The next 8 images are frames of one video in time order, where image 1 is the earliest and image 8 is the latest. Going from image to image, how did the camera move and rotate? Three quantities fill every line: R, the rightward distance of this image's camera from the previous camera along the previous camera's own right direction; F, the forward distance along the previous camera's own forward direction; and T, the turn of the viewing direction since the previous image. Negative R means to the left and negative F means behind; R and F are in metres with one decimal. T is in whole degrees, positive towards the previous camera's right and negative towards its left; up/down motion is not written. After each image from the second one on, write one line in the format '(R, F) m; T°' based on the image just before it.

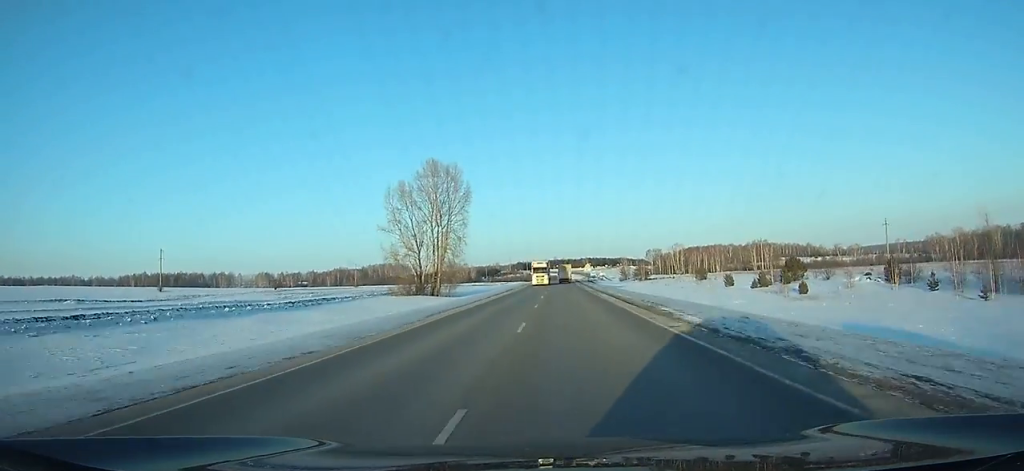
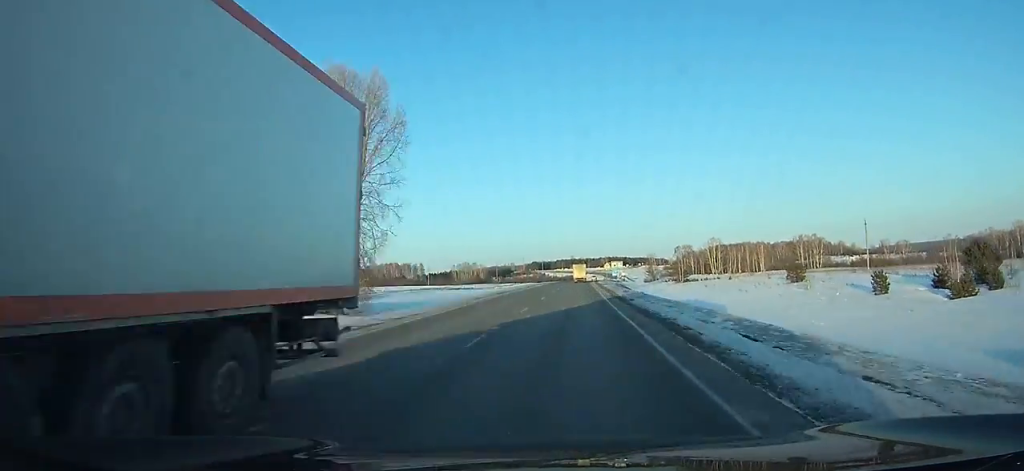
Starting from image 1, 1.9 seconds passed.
(-0.5, +52.3) m; 0°
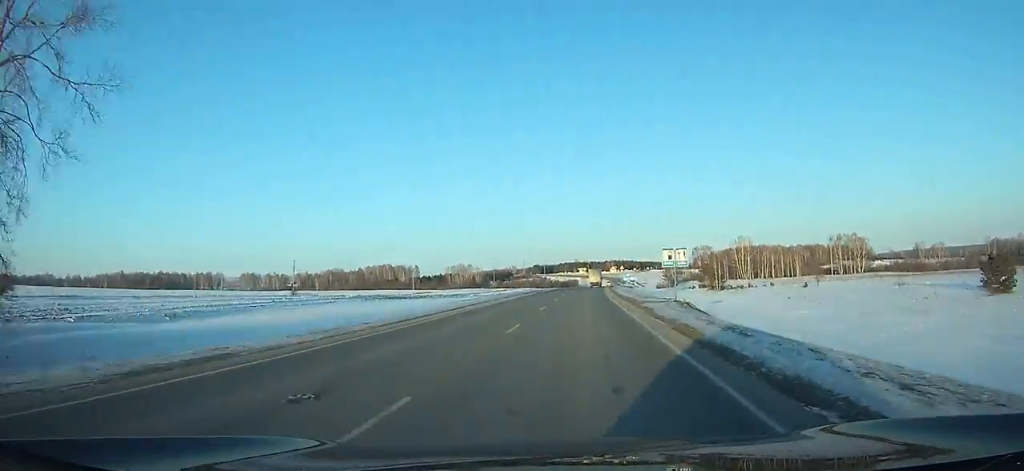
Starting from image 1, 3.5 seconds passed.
(-0.3, +44.0) m; 0°
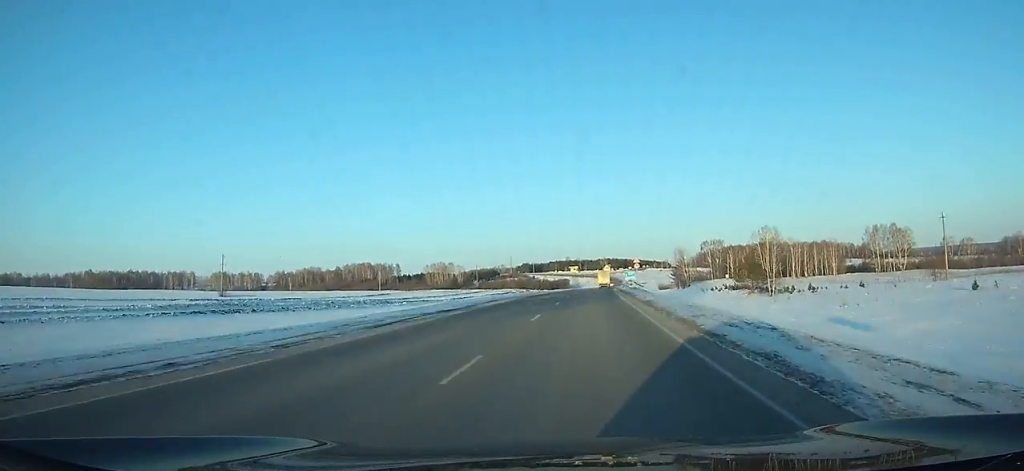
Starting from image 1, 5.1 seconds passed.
(+0.1, +43.5) m; +1°
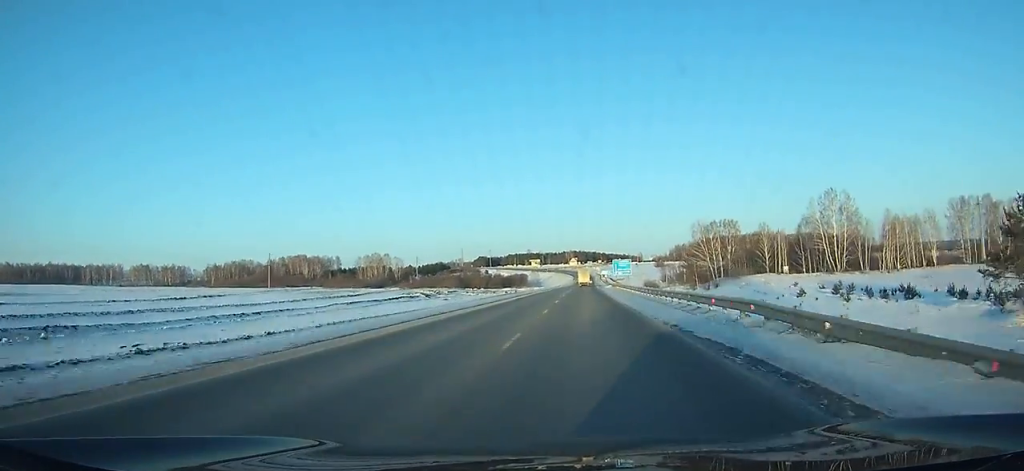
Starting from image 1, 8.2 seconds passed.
(+0.9, +83.7) m; +2°
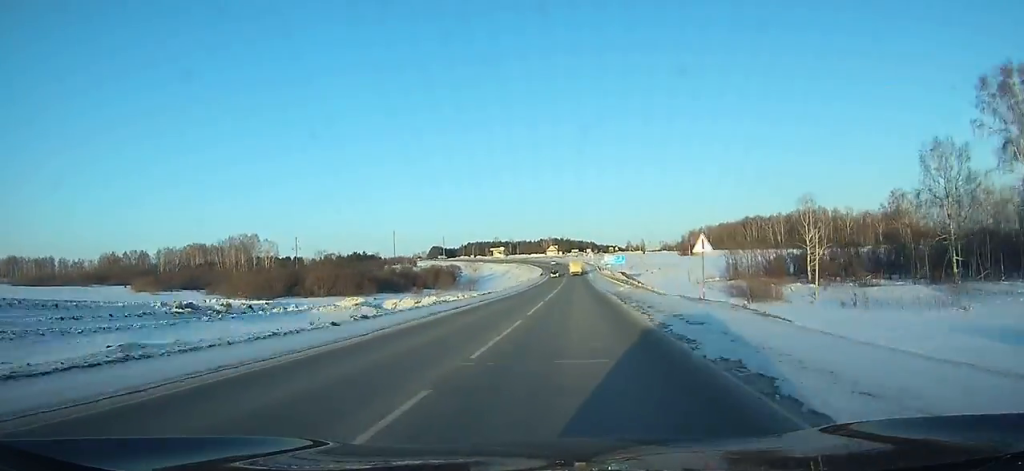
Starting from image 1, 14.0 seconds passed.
(+4.4, +152.3) m; +3°
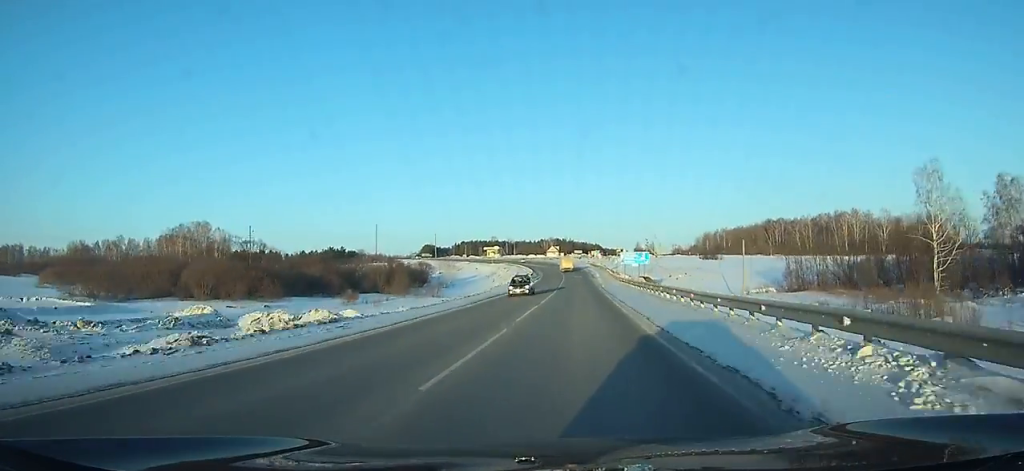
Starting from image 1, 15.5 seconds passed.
(+0.1, +38.5) m; 0°
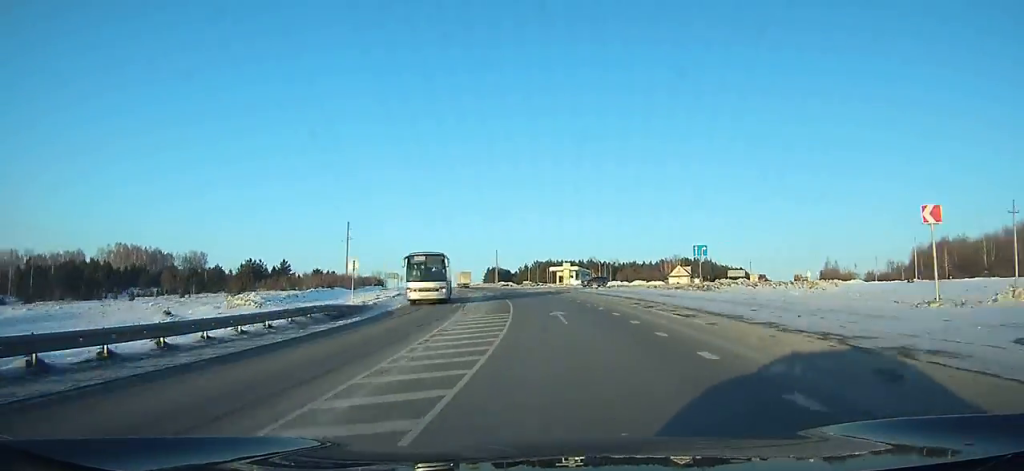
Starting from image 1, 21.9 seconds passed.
(-10.4, +153.6) m; -14°
